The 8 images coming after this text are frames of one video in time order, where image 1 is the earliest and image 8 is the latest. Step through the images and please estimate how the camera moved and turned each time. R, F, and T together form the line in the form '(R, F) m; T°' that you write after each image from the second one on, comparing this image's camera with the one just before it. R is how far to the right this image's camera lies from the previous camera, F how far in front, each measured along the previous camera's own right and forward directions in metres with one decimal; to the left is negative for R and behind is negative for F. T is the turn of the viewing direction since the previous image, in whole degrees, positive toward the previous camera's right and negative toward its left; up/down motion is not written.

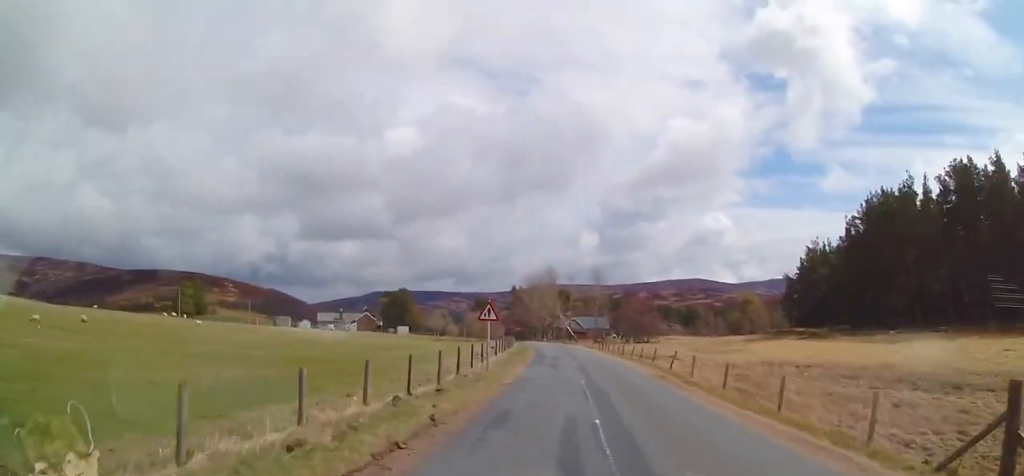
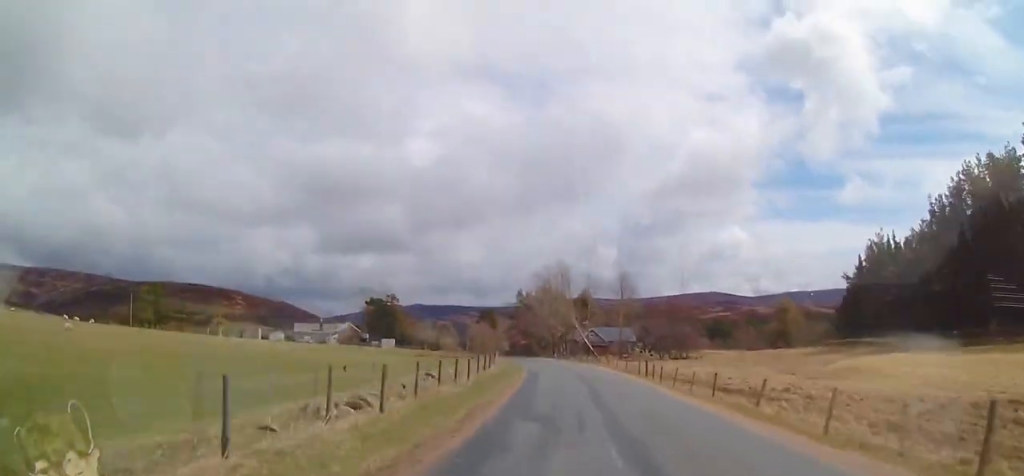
(-0.5, +25.3) m; -3°
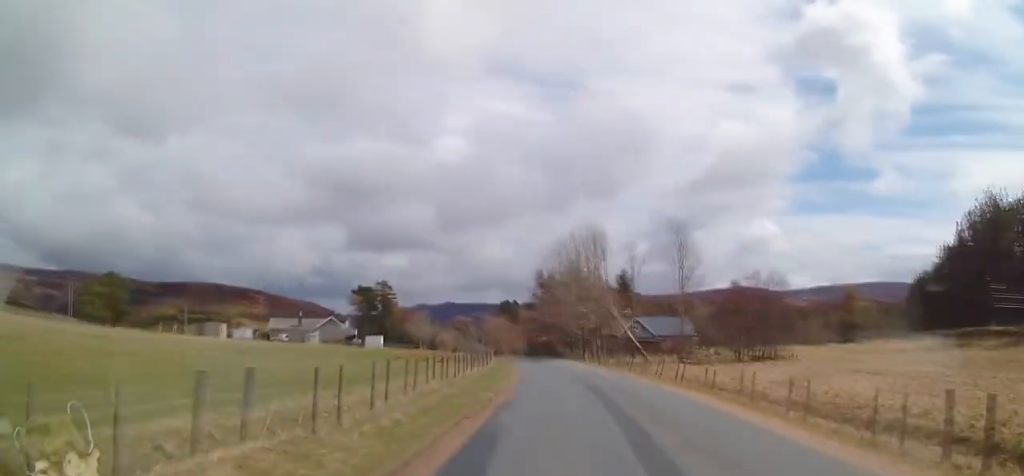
(-0.5, +28.9) m; -3°
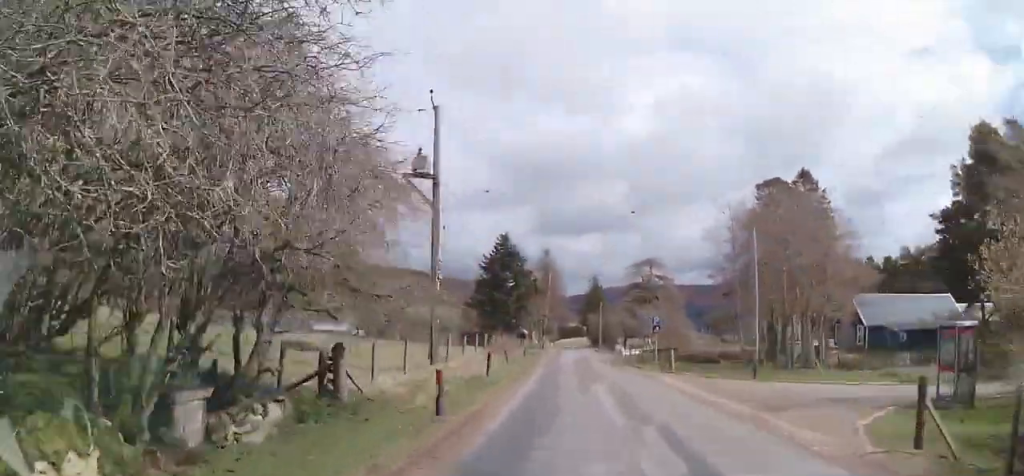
(-22.8, +124.9) m; -17°
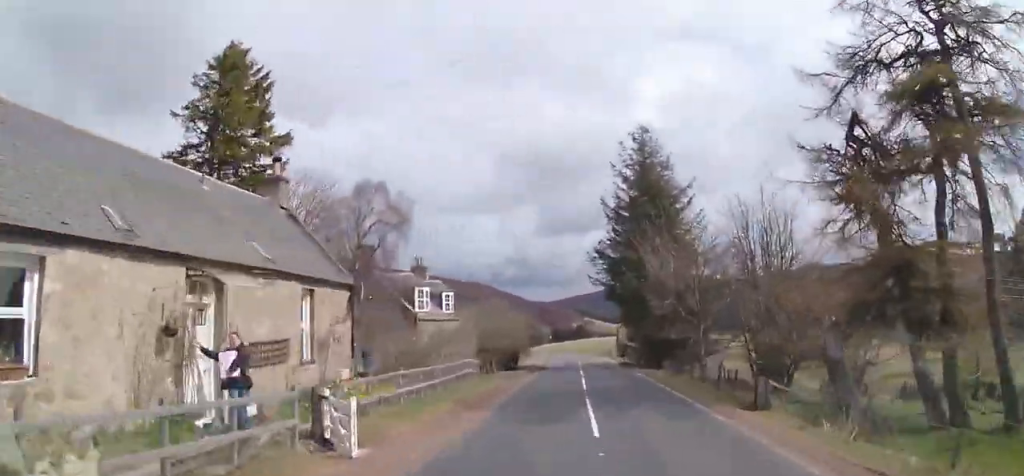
(+0.4, +82.2) m; 0°
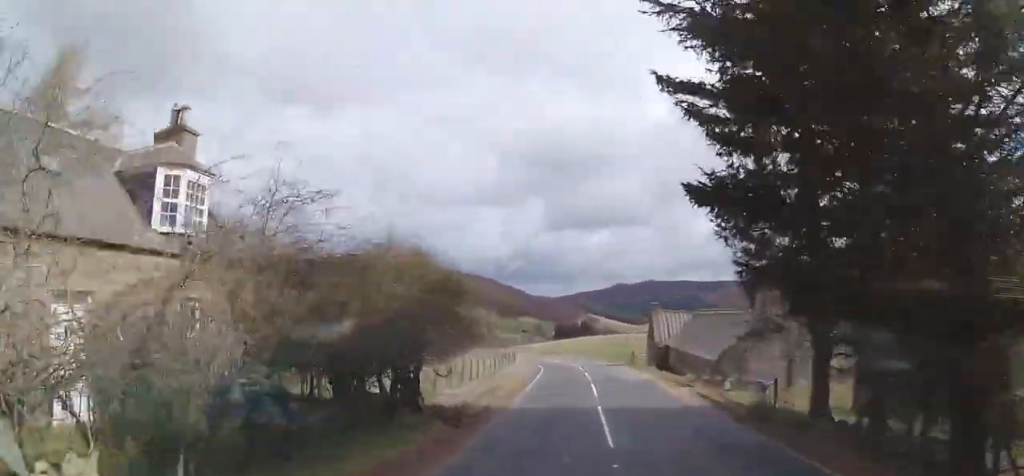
(+0.2, +27.8) m; -2°
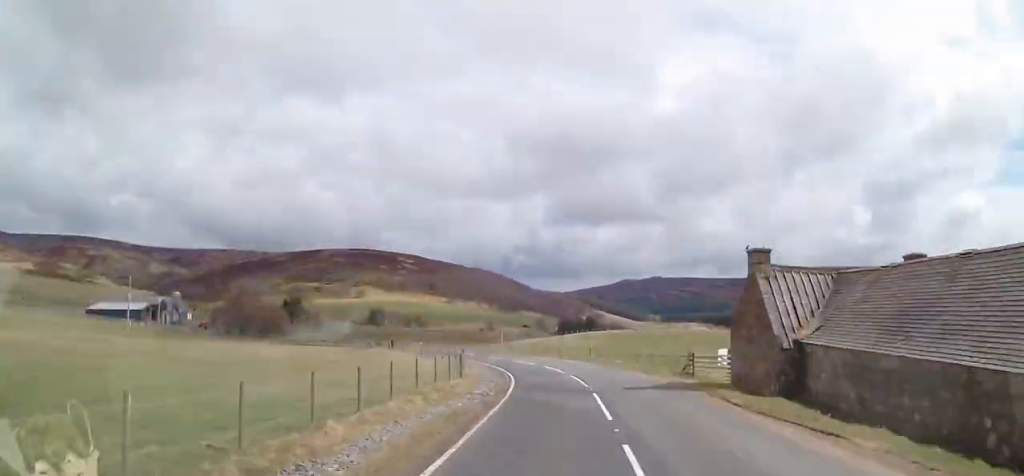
(-0.6, +23.9) m; -6°
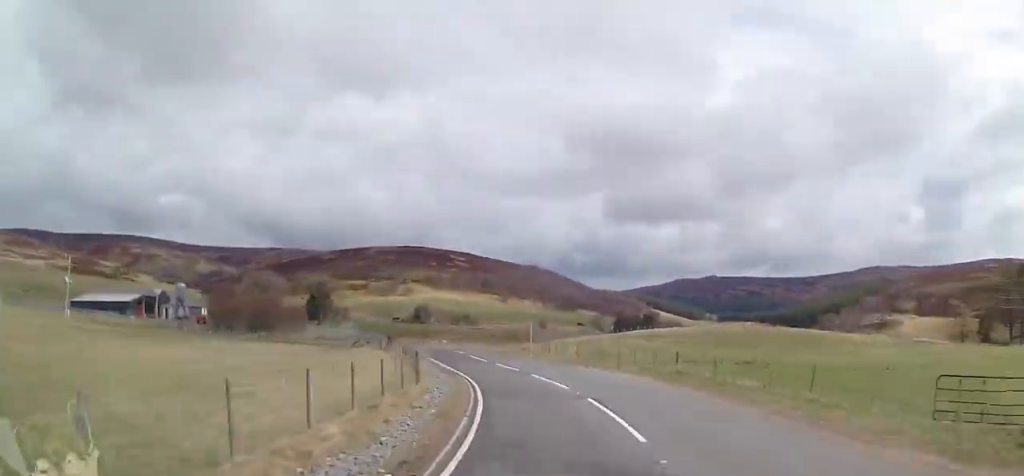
(+0.5, +21.0) m; -4°
